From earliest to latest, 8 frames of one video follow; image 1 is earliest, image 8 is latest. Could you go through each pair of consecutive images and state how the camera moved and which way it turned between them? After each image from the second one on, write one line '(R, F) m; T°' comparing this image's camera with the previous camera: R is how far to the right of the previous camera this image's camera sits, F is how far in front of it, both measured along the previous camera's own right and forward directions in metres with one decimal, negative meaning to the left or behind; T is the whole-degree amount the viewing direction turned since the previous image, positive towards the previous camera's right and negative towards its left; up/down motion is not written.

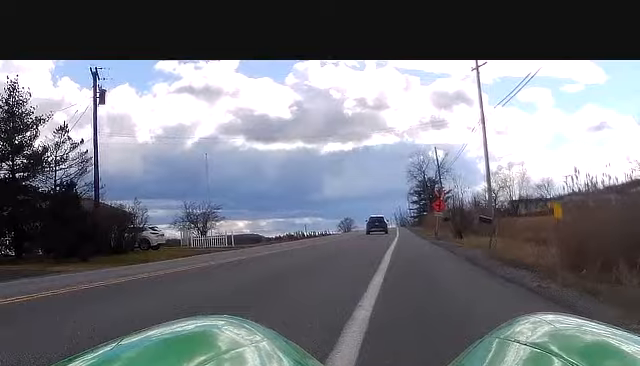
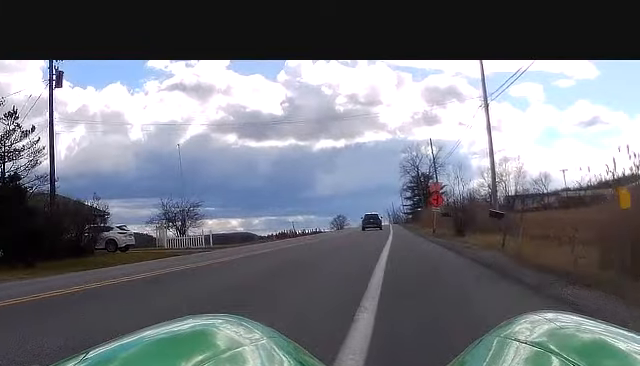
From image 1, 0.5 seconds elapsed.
(0.0, +5.5) m; +1°
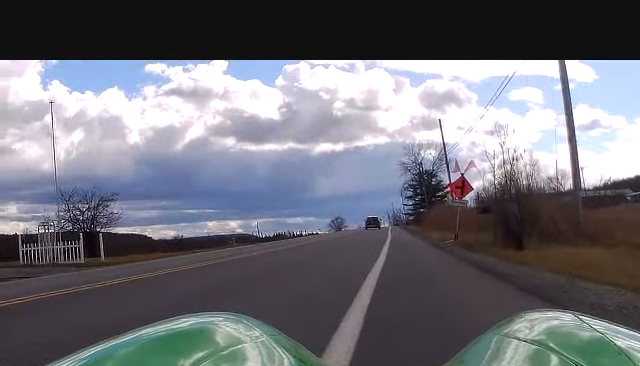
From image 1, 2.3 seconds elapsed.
(+0.9, +21.7) m; +3°
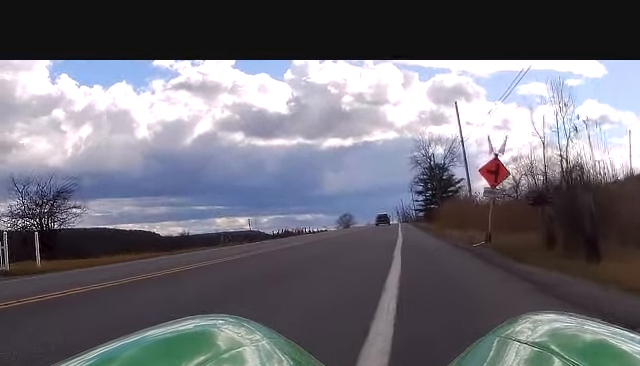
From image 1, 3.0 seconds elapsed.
(0.0, +8.2) m; -1°
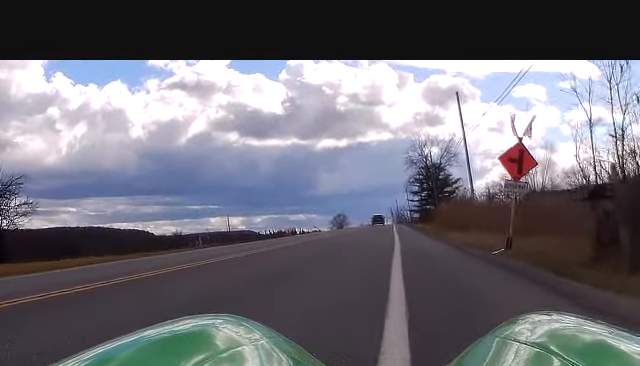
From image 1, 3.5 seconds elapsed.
(0.0, +5.8) m; 0°
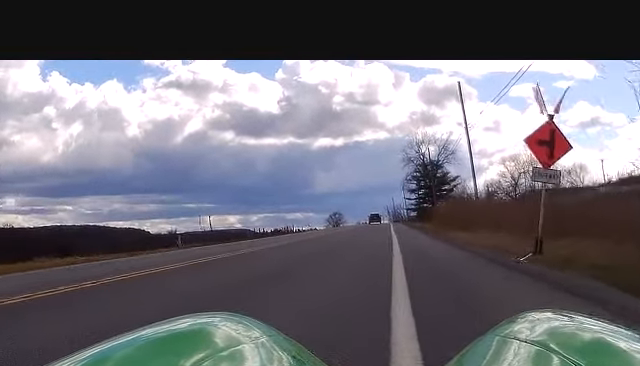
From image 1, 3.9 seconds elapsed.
(-0.2, +4.5) m; 0°
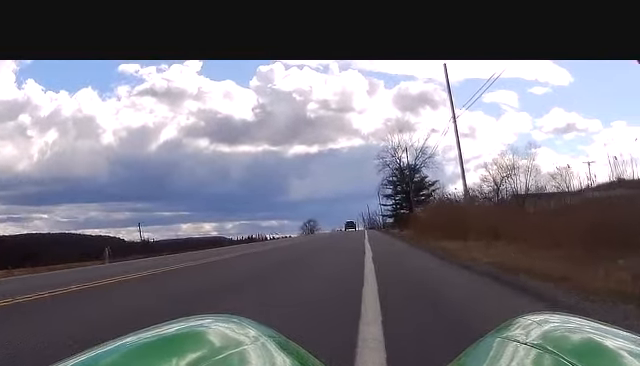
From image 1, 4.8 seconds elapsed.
(+0.1, +9.3) m; +1°
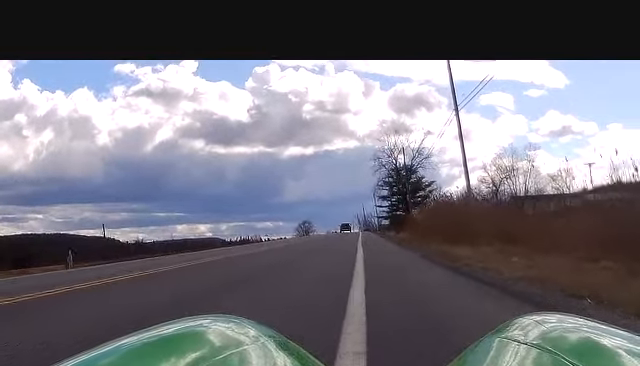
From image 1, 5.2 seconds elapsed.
(+0.2, +4.4) m; 0°
